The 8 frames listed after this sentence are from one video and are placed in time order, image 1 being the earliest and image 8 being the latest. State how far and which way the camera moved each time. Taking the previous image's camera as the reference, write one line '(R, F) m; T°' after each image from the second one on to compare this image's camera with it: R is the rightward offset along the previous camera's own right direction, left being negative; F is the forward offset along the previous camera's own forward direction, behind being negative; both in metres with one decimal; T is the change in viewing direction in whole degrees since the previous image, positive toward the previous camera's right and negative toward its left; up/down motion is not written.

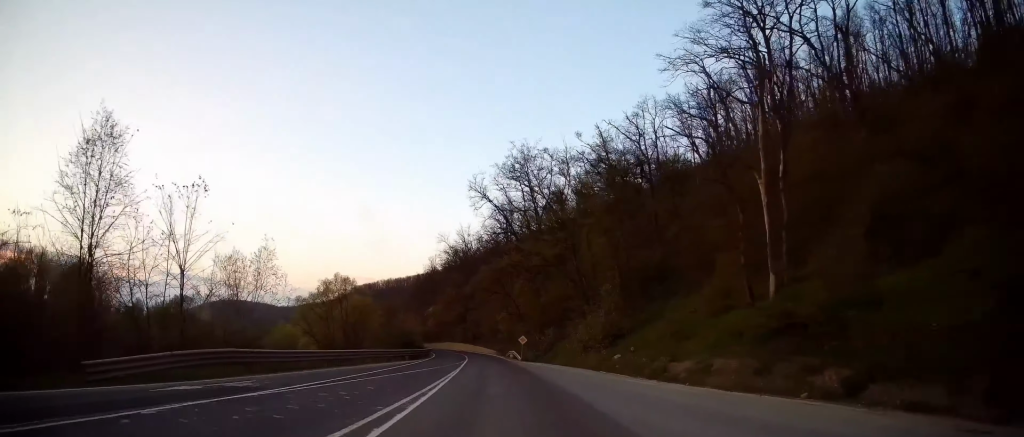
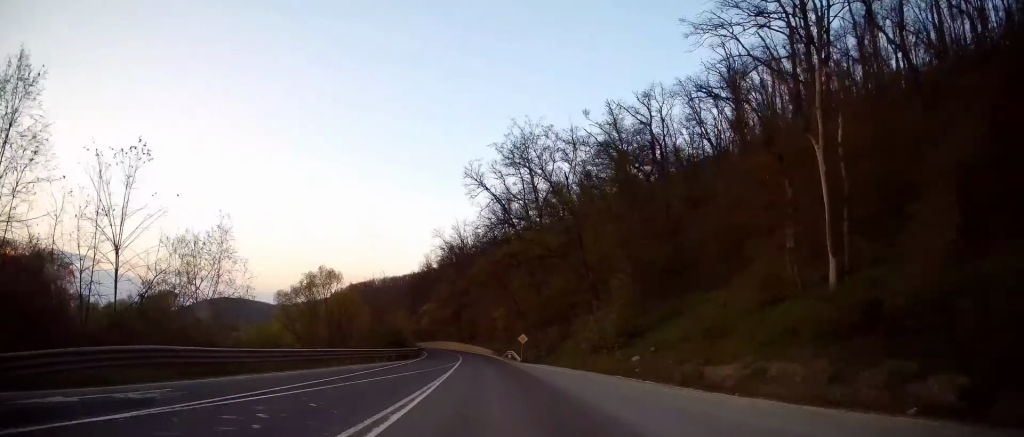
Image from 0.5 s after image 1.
(-0.2, +4.4) m; 0°
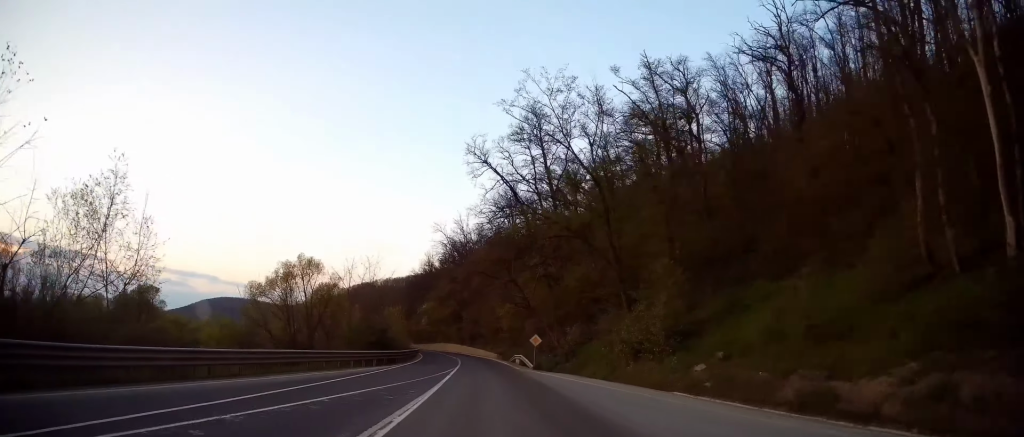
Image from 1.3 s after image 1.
(+0.2, +7.7) m; +2°
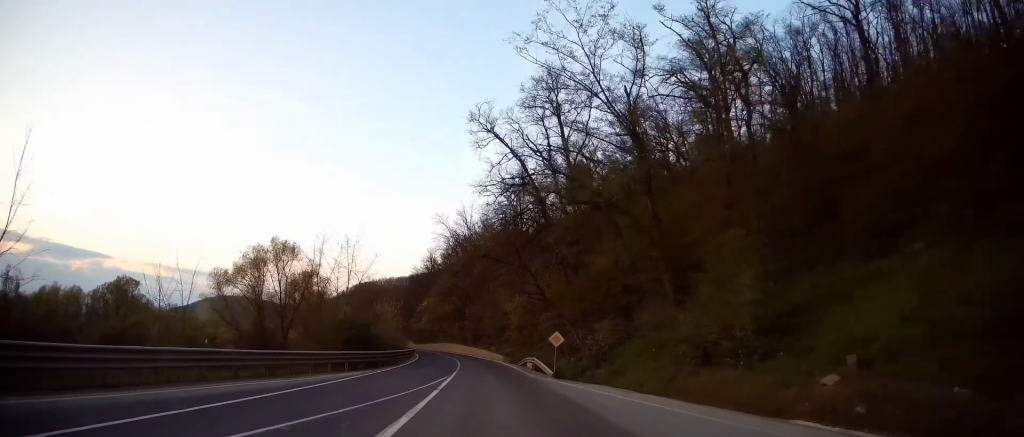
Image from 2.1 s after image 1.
(+0.1, +7.5) m; 0°
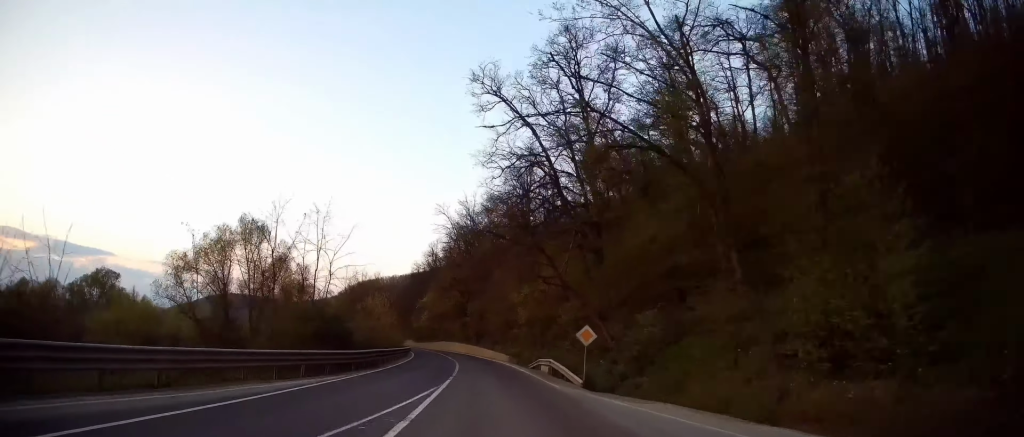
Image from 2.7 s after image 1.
(0.0, +6.4) m; -1°
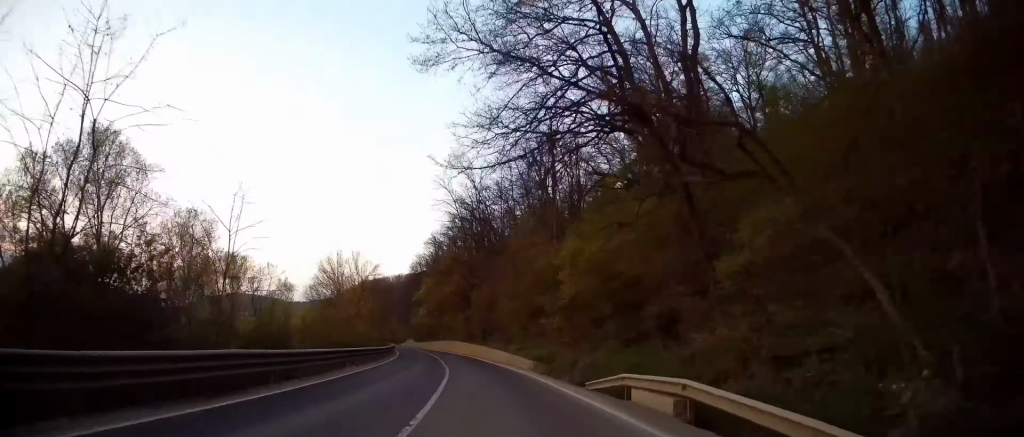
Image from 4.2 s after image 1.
(-0.5, +16.1) m; 0°
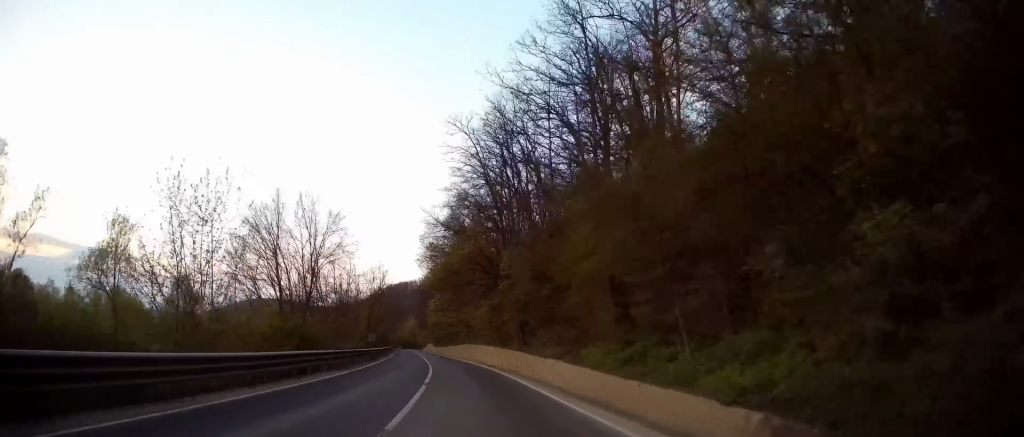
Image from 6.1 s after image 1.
(0.0, +23.9) m; -2°
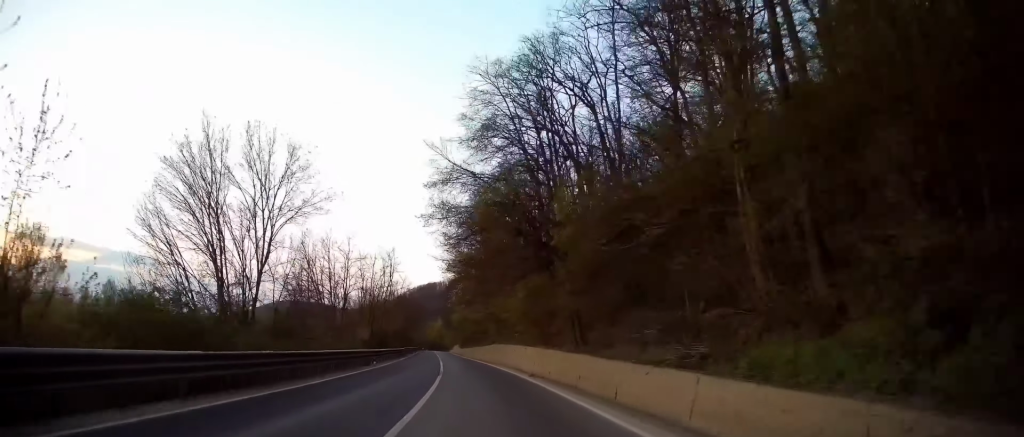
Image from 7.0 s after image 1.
(-0.3, +11.6) m; -2°
